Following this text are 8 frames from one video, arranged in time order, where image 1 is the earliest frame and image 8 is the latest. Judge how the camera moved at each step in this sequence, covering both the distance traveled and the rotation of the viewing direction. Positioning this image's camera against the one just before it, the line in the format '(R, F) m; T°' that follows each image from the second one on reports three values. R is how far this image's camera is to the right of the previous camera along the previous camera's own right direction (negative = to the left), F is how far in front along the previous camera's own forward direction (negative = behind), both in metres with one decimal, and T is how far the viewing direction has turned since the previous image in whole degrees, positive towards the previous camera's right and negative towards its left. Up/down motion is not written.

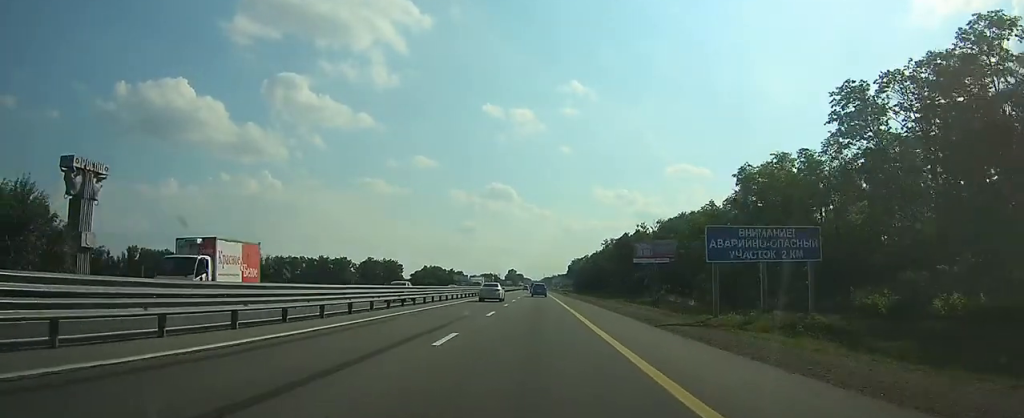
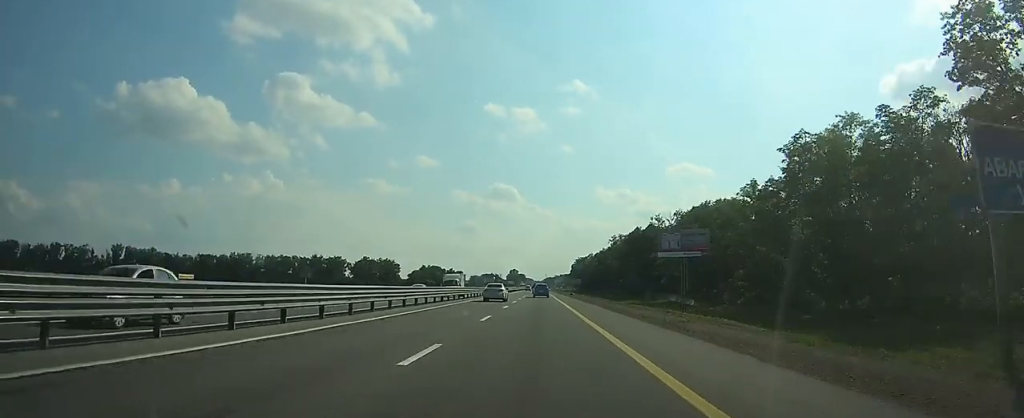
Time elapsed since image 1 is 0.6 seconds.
(0.0, +15.0) m; 0°
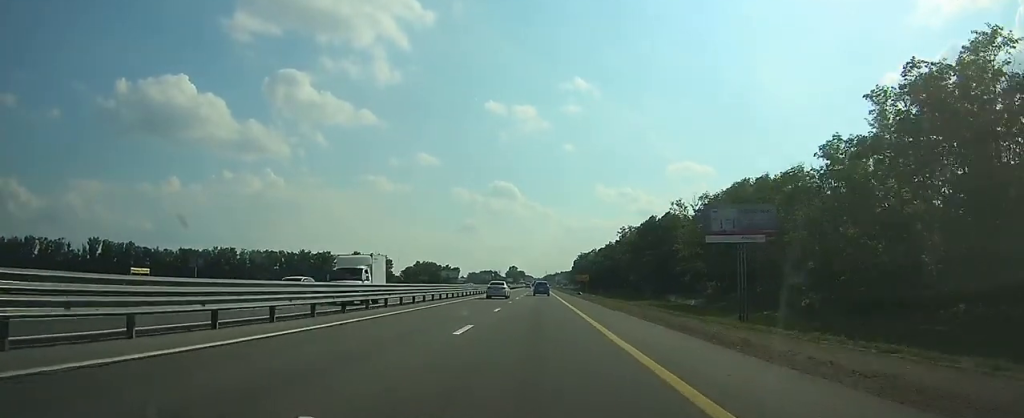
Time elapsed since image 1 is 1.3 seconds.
(0.0, +18.5) m; 0°
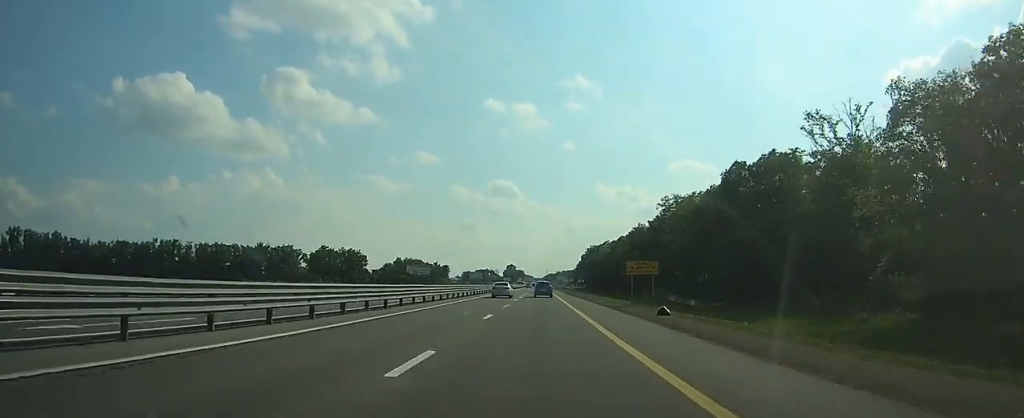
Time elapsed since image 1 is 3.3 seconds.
(+0.1, +53.4) m; 0°
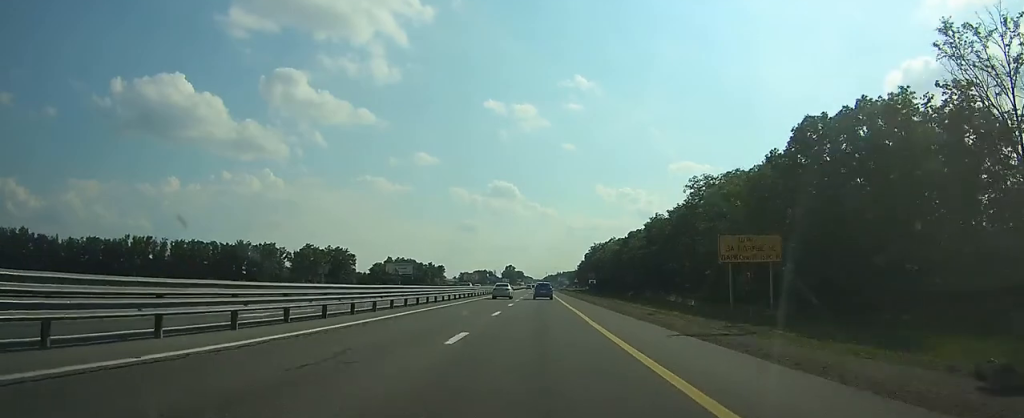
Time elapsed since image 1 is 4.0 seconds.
(-0.1, +19.8) m; 0°
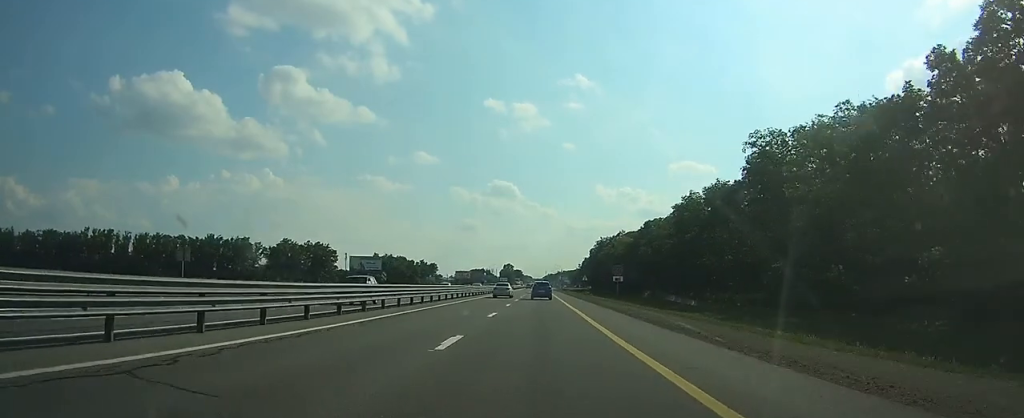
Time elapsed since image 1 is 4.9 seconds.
(0.0, +25.2) m; 0°
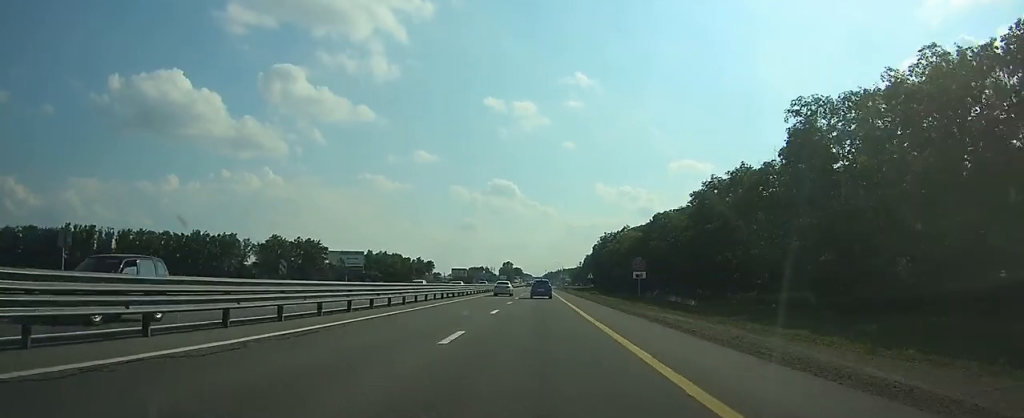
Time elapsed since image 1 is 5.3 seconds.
(0.0, +10.8) m; 0°
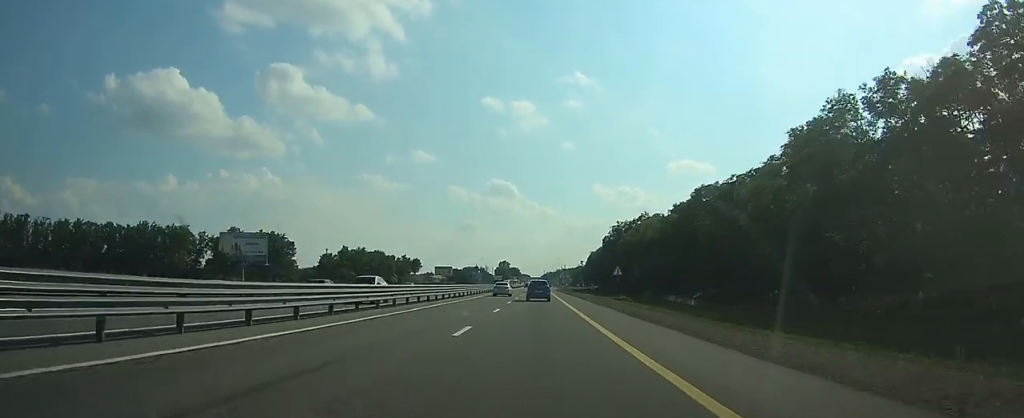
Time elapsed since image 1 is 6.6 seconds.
(-0.2, +34.3) m; 0°
